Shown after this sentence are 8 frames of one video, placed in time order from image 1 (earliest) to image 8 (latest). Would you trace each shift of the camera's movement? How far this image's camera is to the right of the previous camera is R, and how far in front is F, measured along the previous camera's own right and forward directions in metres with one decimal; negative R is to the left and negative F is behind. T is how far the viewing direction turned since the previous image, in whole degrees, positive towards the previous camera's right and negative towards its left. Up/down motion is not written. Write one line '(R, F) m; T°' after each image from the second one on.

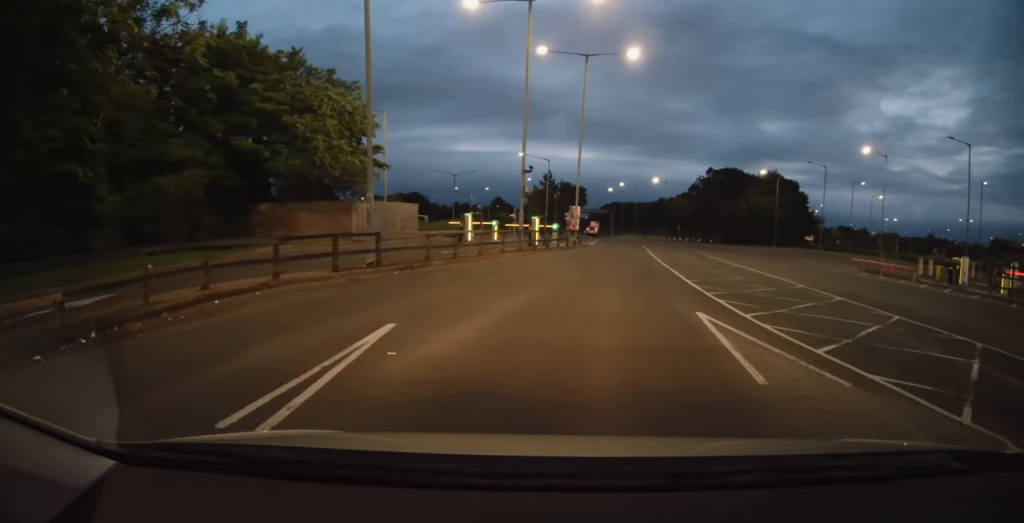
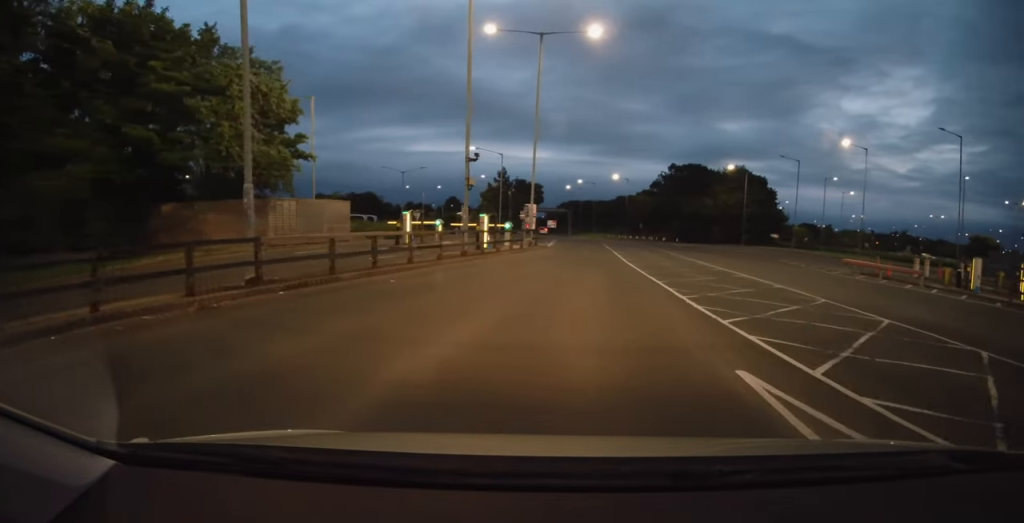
(-0.1, +3.7) m; +2°
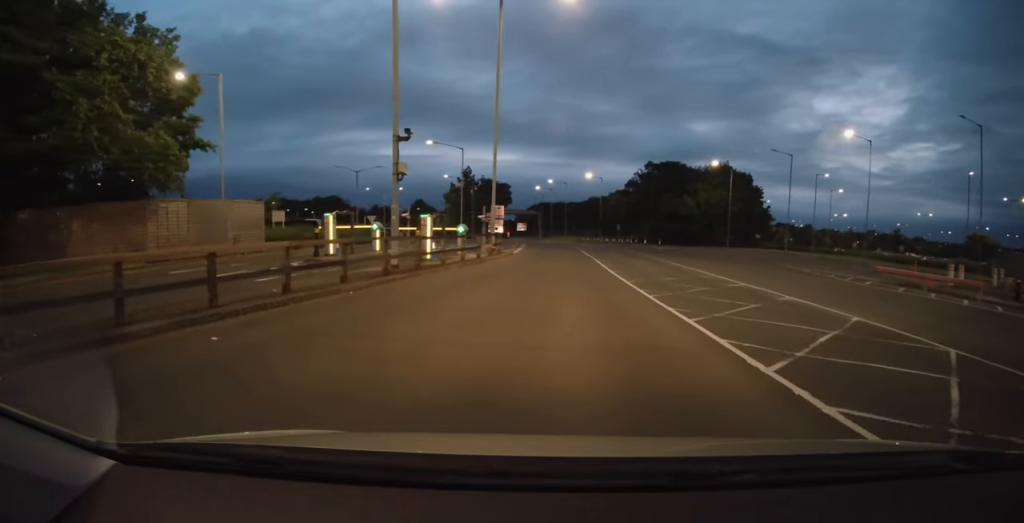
(+0.3, +5.4) m; +1°
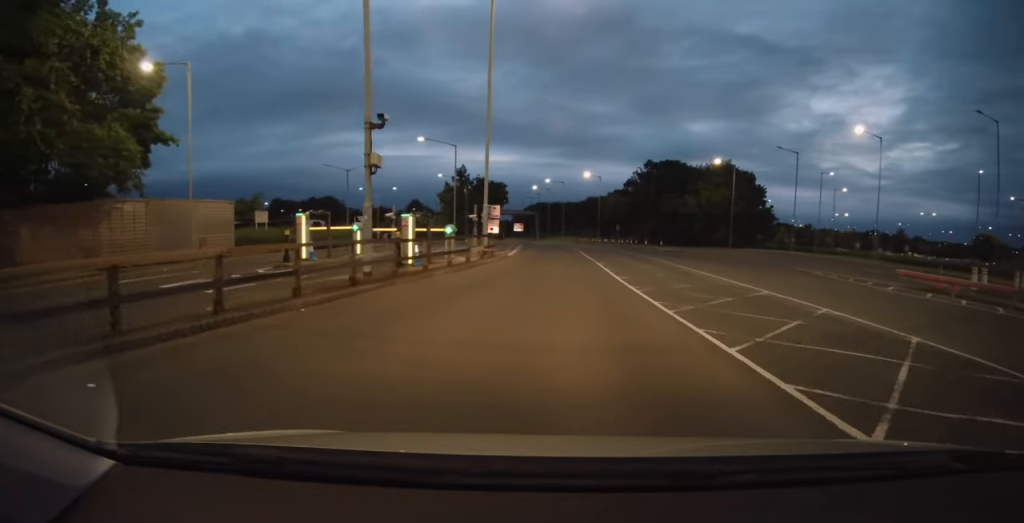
(0.0, +1.9) m; 0°
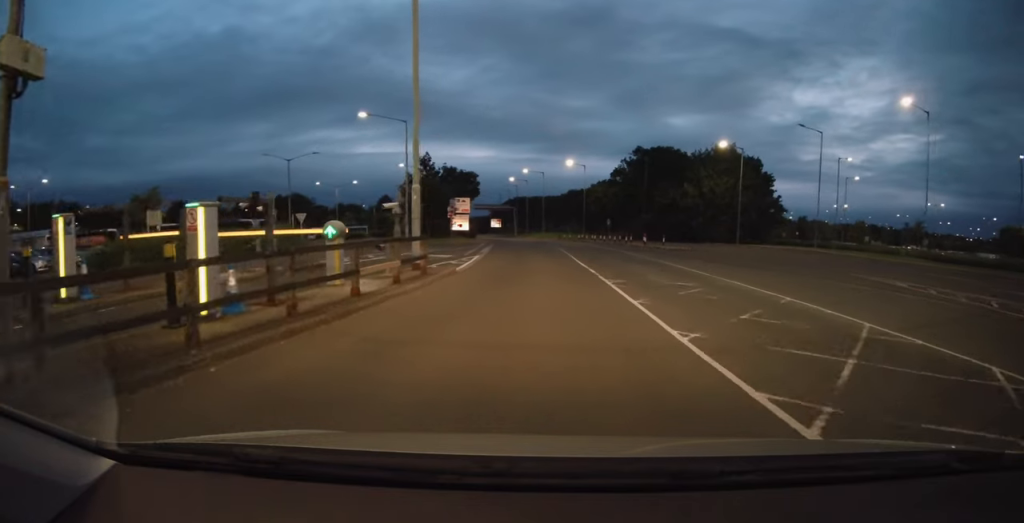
(+0.1, +8.4) m; +3°
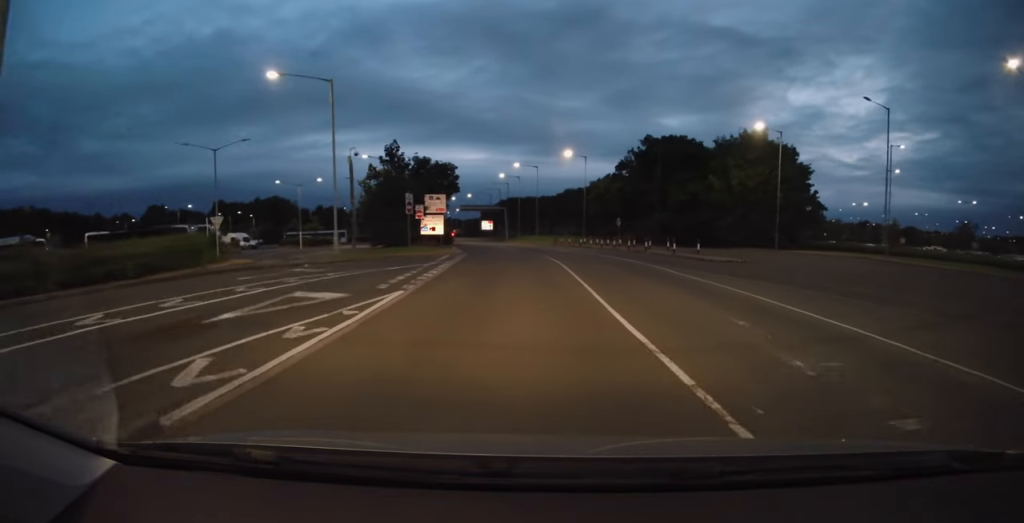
(+0.1, +10.5) m; +3°
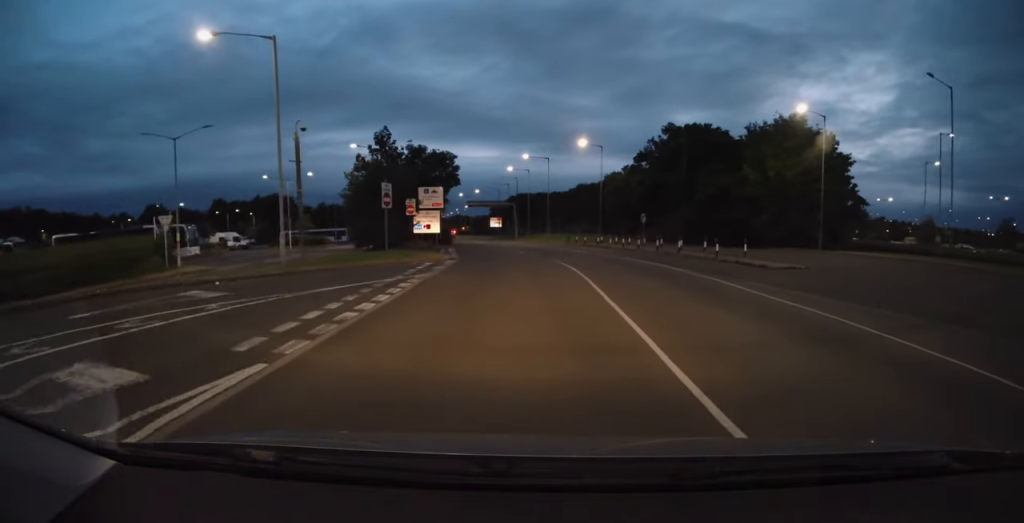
(+0.1, +5.8) m; -3°
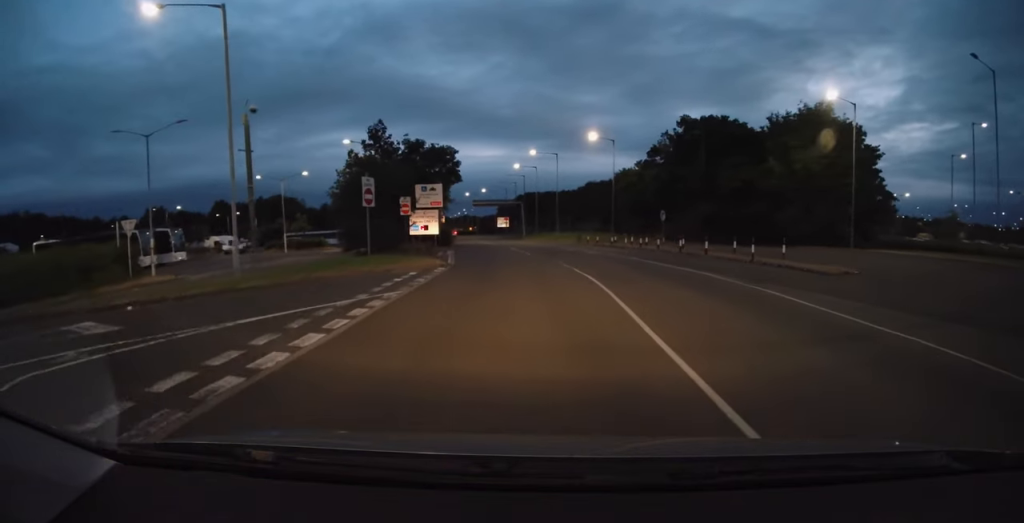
(-0.1, +3.3) m; -2°
